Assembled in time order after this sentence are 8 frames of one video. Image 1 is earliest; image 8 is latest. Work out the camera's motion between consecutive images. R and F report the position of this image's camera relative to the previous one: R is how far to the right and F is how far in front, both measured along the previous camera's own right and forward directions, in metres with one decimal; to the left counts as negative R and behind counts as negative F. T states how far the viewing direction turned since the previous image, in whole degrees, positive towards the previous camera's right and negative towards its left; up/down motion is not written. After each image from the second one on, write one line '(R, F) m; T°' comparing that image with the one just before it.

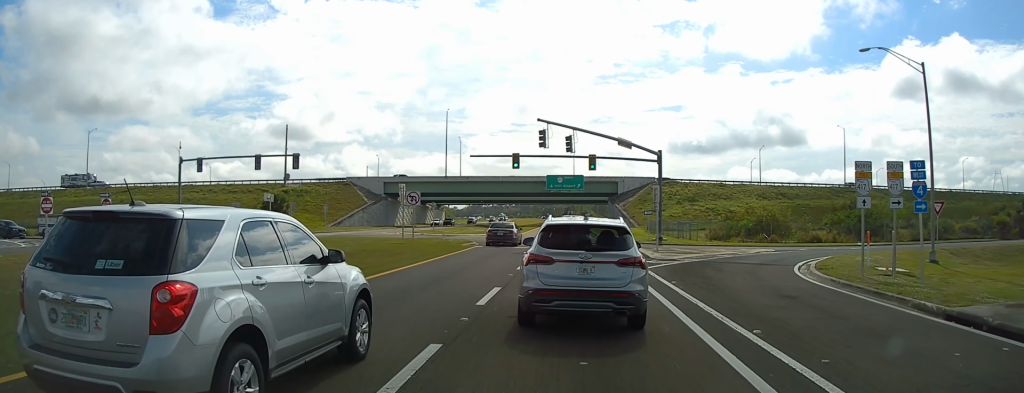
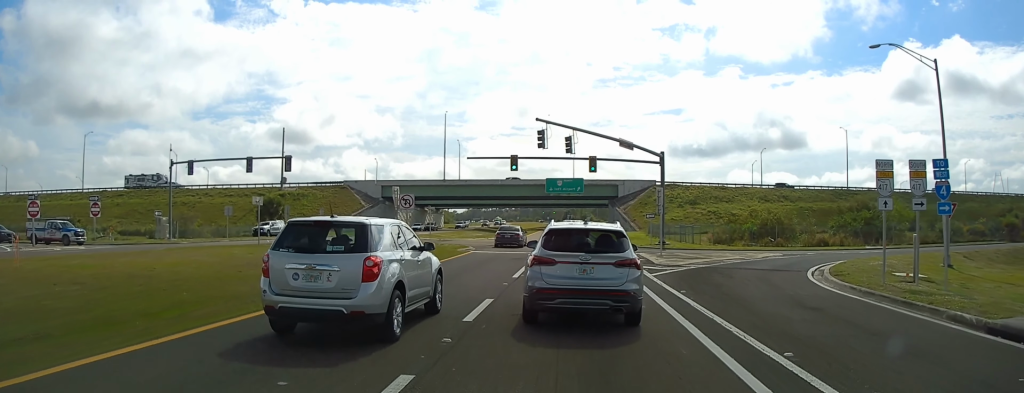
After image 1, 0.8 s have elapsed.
(+0.1, +2.7) m; -2°
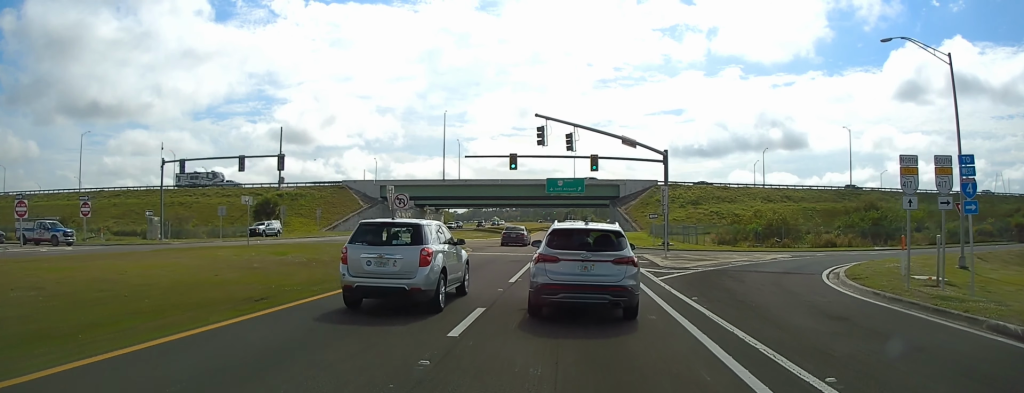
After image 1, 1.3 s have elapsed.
(0.0, +2.1) m; -3°
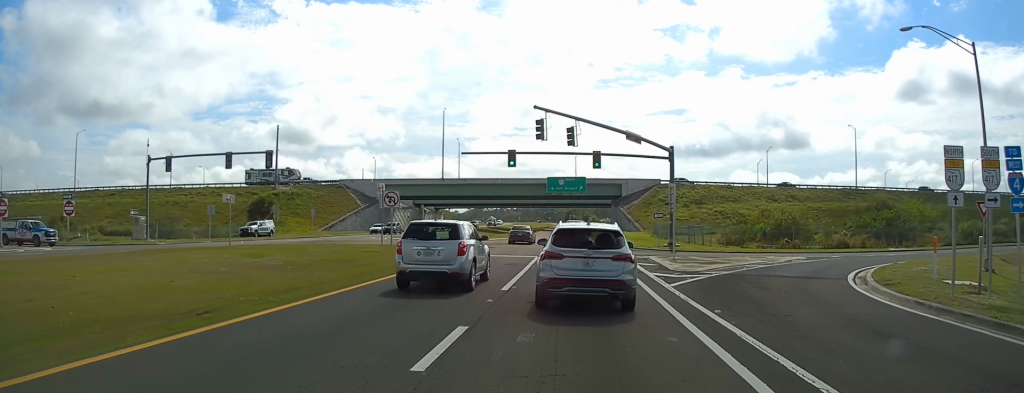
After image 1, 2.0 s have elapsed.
(-0.2, +3.3) m; -1°
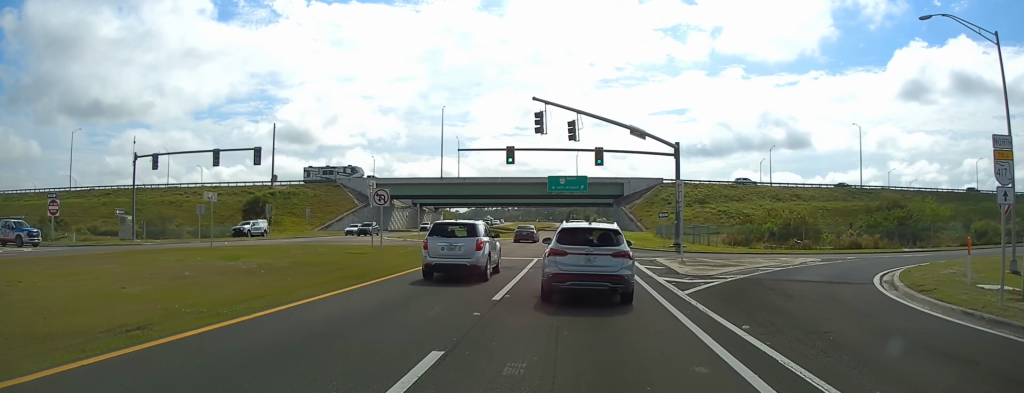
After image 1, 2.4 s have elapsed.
(0.0, +2.7) m; 0°
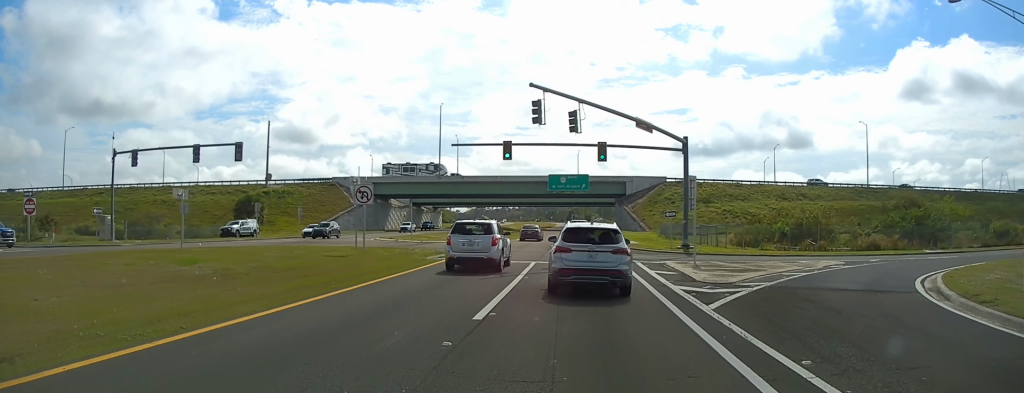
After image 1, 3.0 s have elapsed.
(+0.1, +3.6) m; +1°
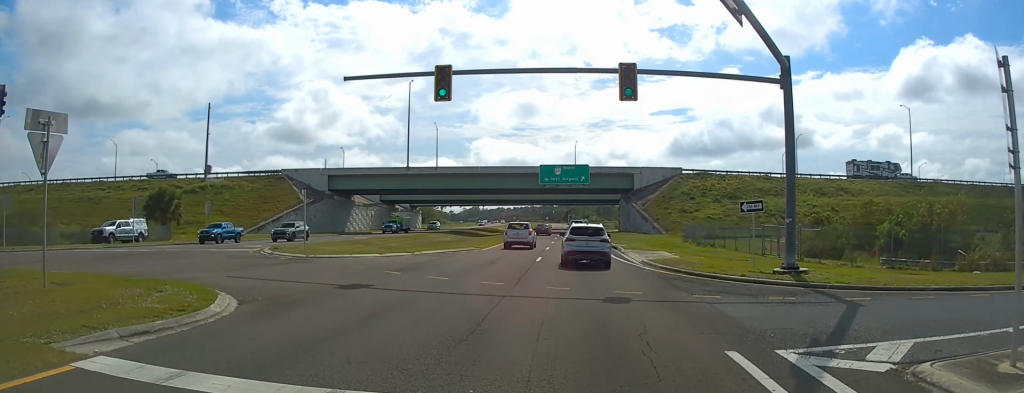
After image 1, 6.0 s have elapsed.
(+0.6, +23.9) m; +2°
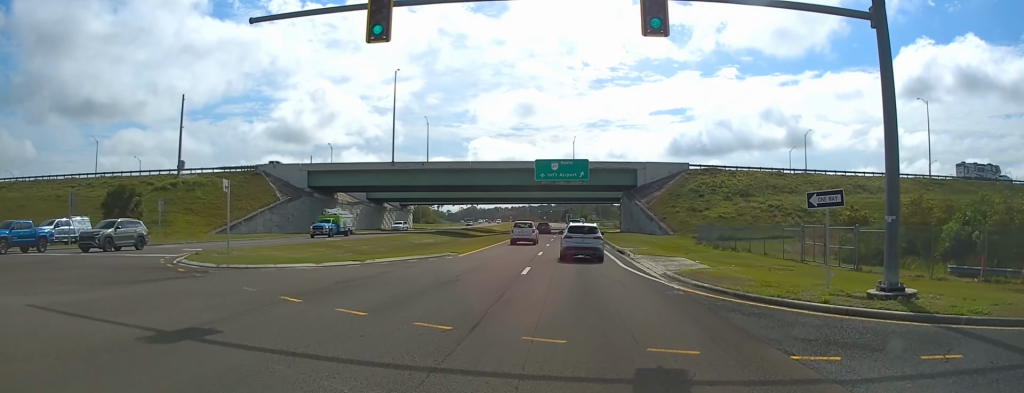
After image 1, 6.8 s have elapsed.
(-0.1, +8.2) m; -1°
